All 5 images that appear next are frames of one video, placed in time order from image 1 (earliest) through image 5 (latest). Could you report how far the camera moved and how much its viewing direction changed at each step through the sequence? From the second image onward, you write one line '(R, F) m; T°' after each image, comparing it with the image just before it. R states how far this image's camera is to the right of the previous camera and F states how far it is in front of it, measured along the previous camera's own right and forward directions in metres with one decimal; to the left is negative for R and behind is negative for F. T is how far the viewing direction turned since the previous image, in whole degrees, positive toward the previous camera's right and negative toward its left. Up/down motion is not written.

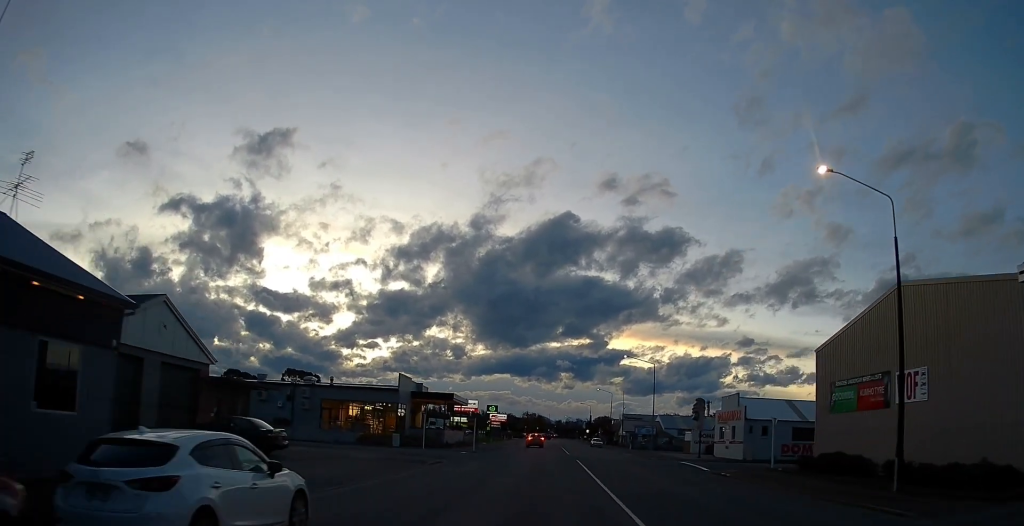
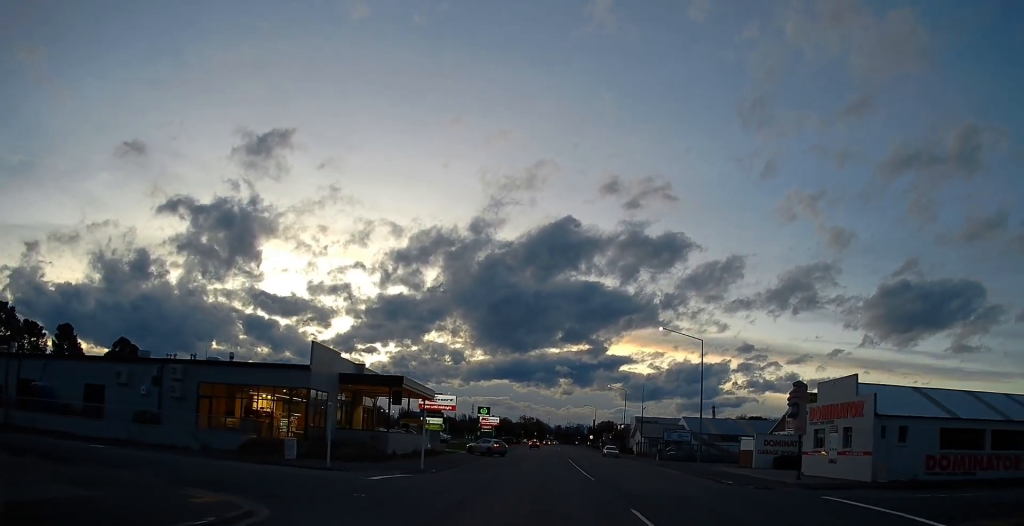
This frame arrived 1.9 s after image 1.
(-1.6, +23.7) m; -3°
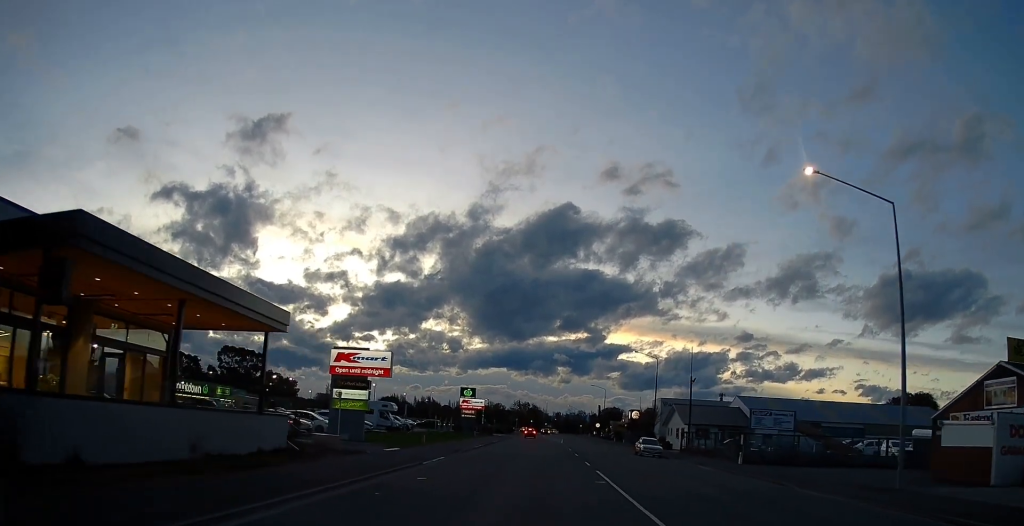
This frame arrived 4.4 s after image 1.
(+1.6, +31.2) m; +3°
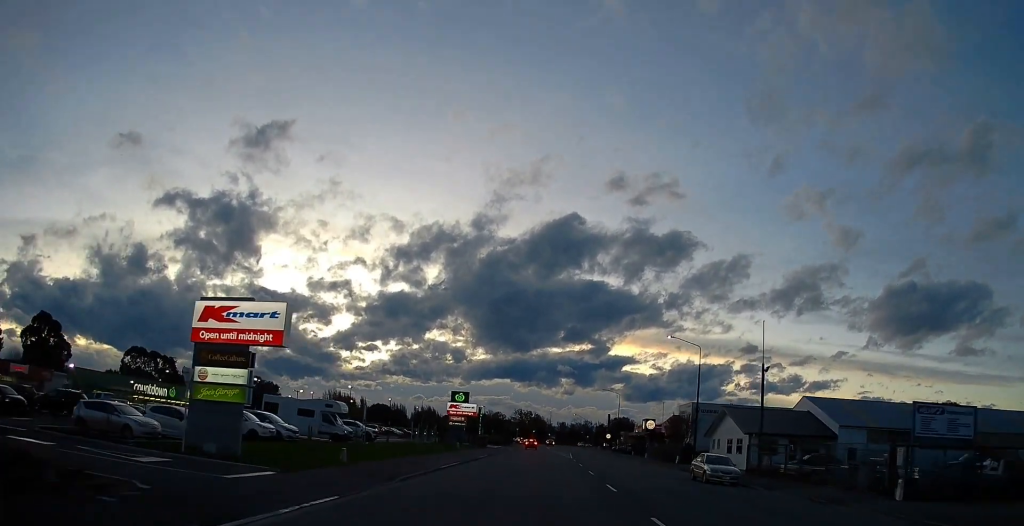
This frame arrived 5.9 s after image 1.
(-0.8, +19.3) m; -2°
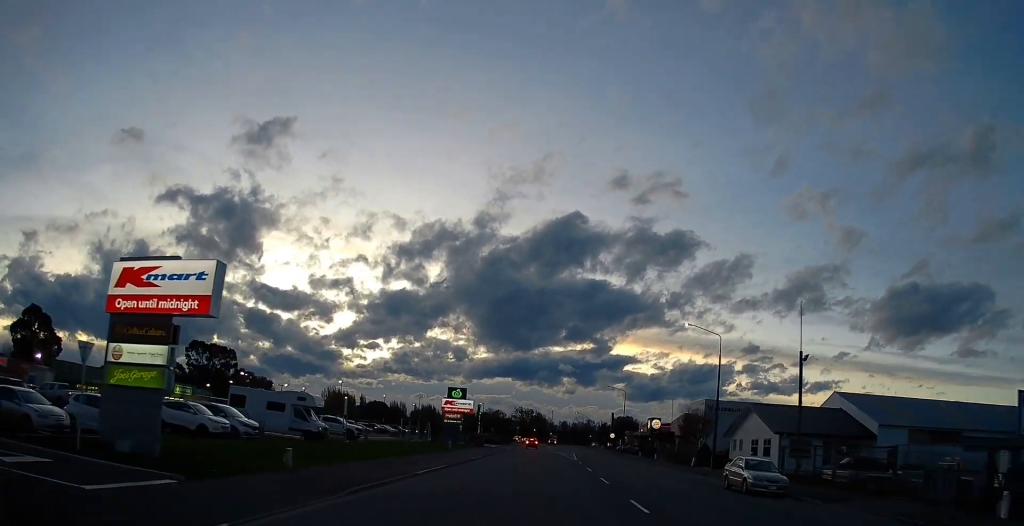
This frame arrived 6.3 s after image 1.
(+0.1, +6.1) m; +1°
